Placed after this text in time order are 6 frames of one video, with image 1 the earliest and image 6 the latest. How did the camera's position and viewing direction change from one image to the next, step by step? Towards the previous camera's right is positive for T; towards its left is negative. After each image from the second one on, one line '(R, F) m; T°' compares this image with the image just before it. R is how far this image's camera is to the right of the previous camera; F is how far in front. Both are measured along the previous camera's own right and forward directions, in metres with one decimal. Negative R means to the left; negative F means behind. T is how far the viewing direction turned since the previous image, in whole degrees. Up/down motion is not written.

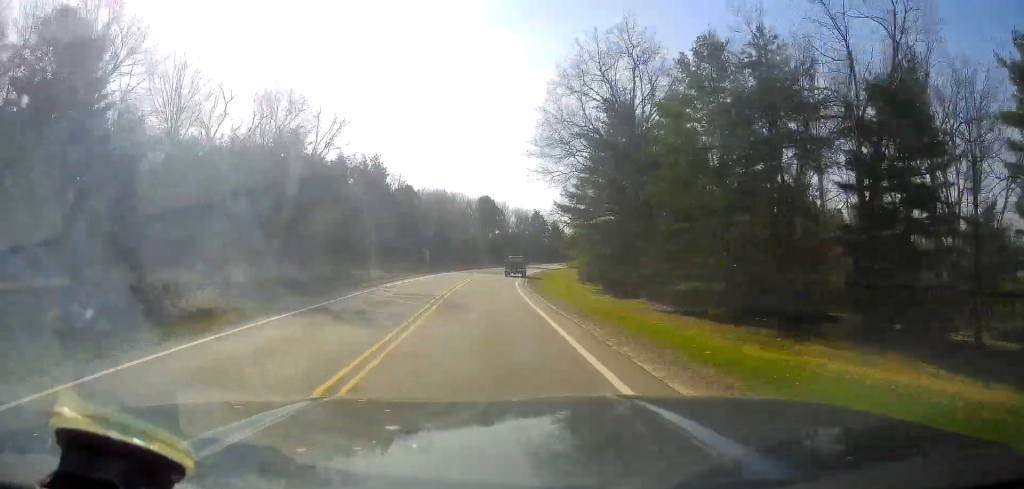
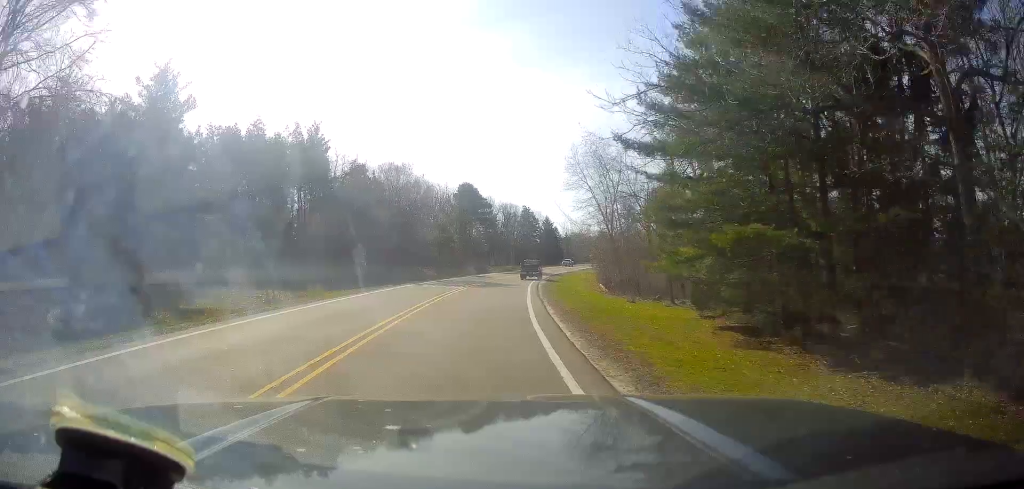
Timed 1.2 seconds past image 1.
(-0.3, +29.7) m; 0°
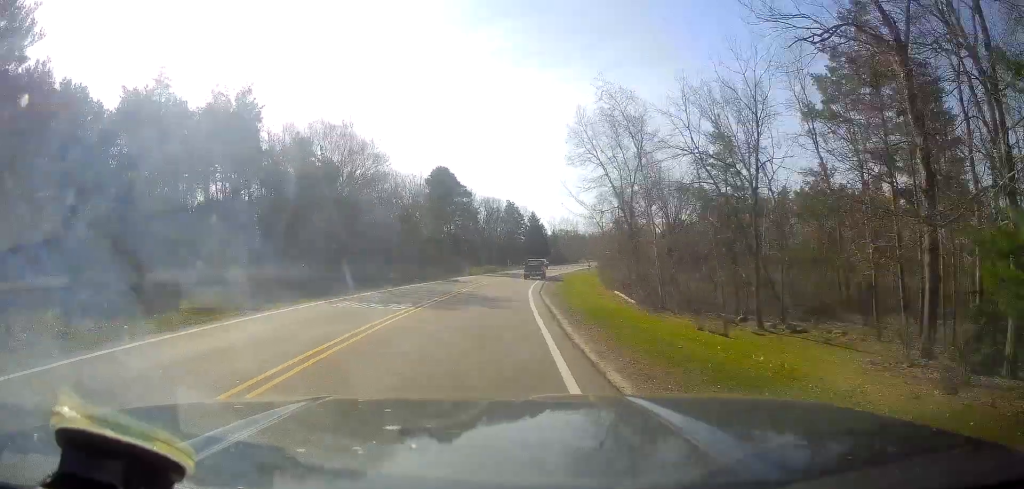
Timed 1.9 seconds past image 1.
(+0.1, +18.3) m; +1°
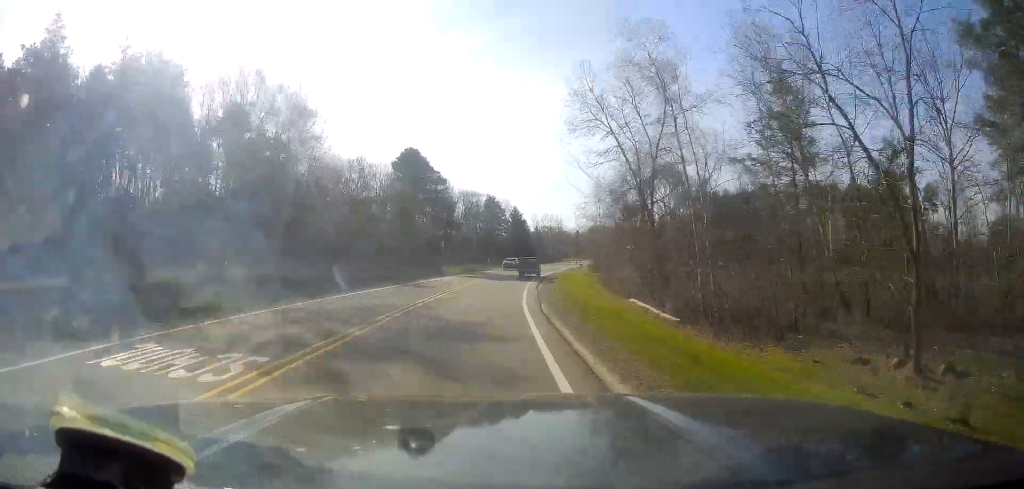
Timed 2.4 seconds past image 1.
(-0.4, +13.2) m; +2°
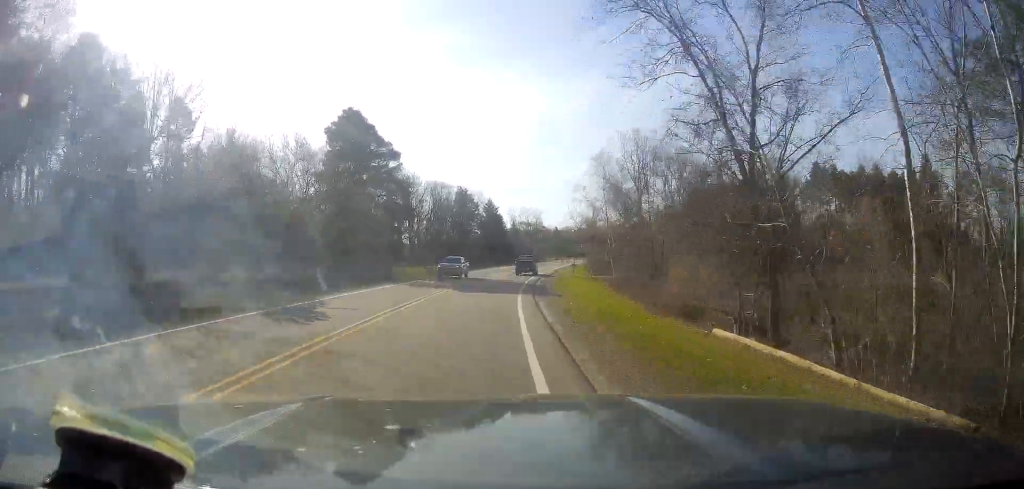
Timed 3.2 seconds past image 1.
(+1.0, +19.5) m; +4°
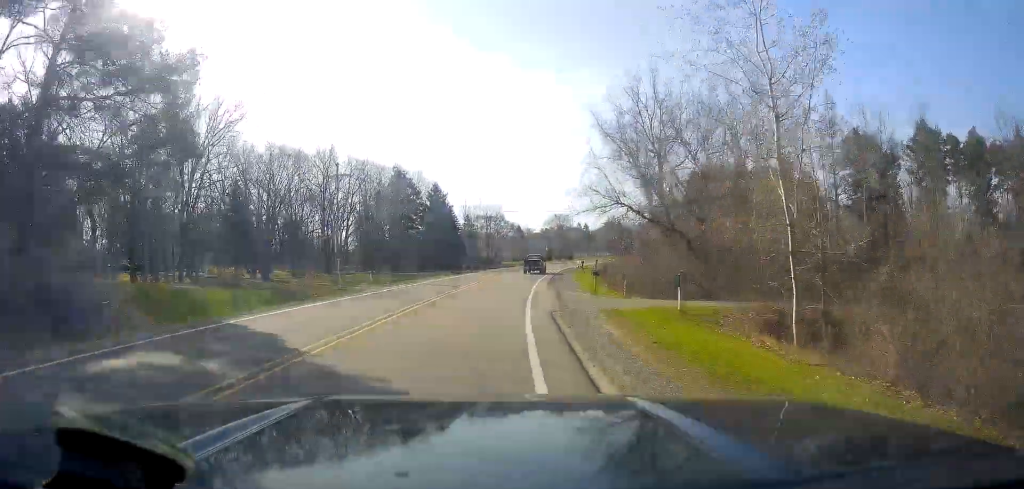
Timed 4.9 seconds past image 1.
(+1.8, +40.1) m; +4°
